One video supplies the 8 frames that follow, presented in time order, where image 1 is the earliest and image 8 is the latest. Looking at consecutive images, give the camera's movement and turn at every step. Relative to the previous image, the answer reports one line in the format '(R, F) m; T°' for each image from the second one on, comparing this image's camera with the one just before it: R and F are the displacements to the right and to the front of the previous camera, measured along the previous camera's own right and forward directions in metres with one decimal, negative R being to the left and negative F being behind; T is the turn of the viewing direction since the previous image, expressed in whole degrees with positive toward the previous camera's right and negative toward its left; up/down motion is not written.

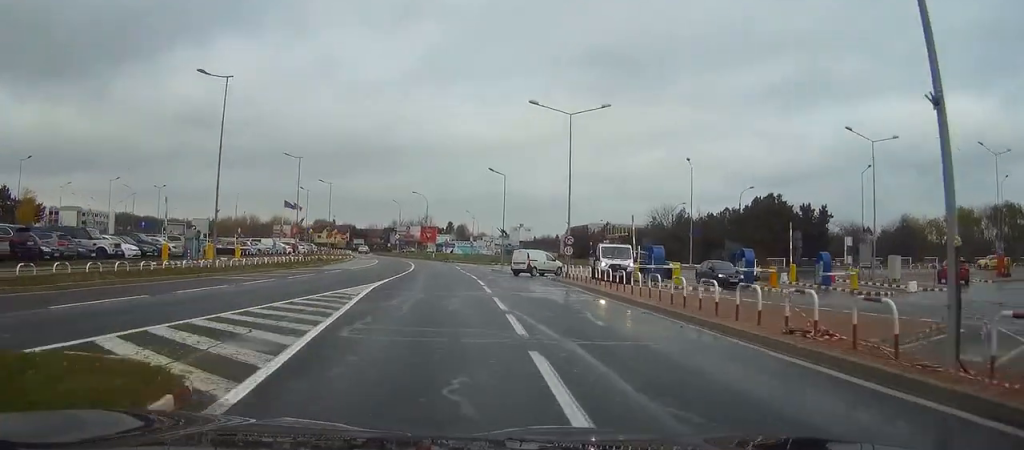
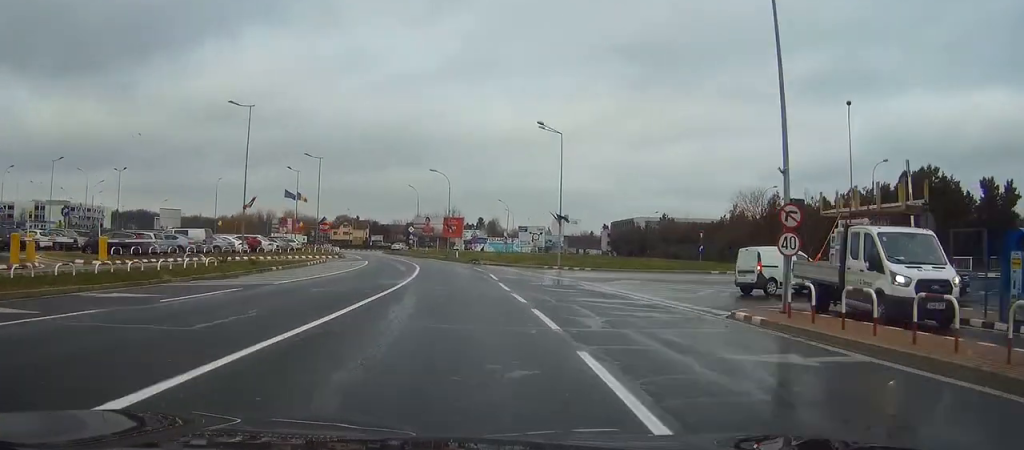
(-0.4, +27.5) m; -2°
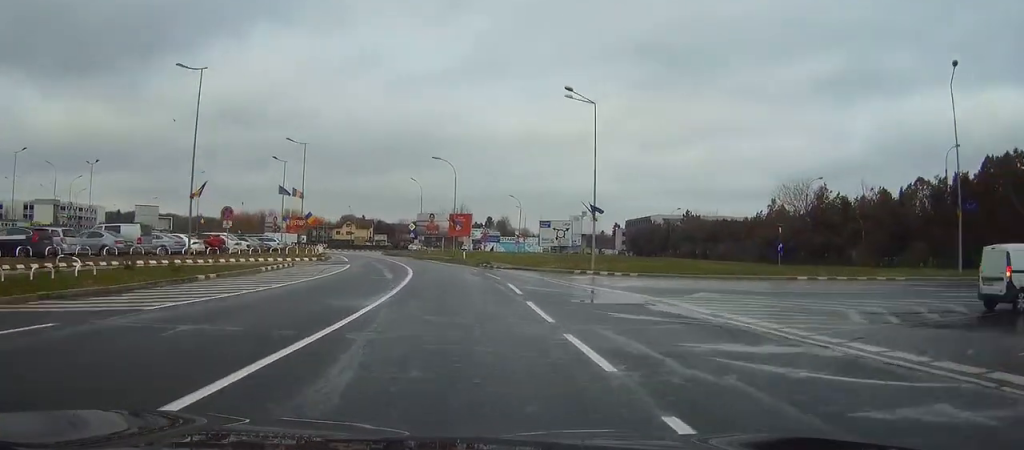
(0.0, +11.5) m; -1°
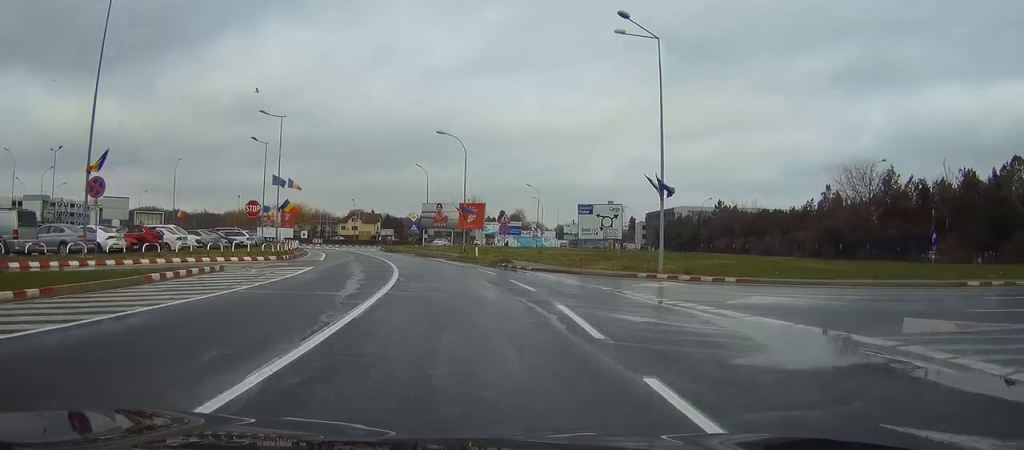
(-0.1, +12.9) m; -1°
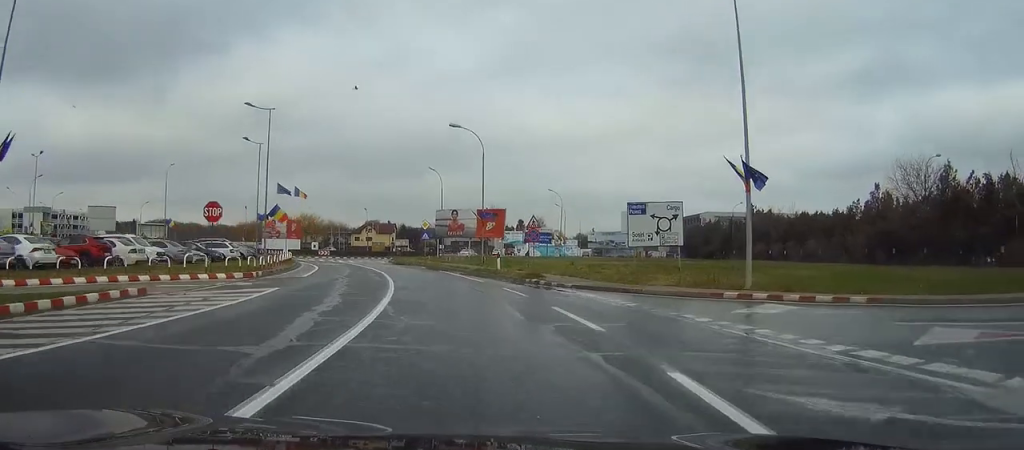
(-0.1, +7.9) m; -1°
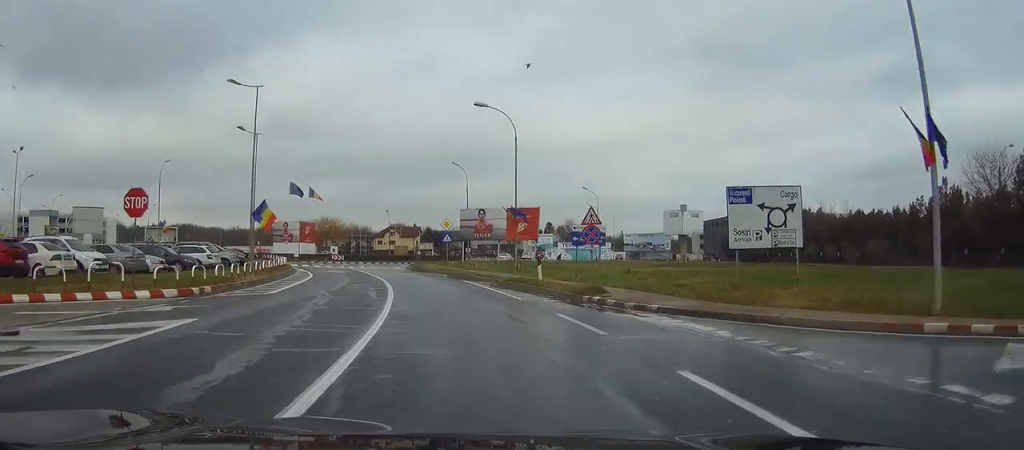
(-0.1, +8.9) m; -2°
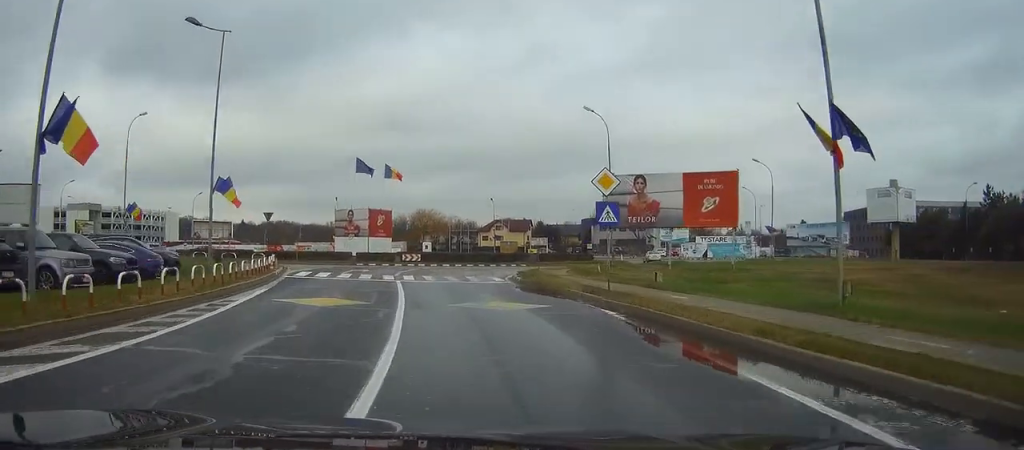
(-1.7, +29.1) m; -7°
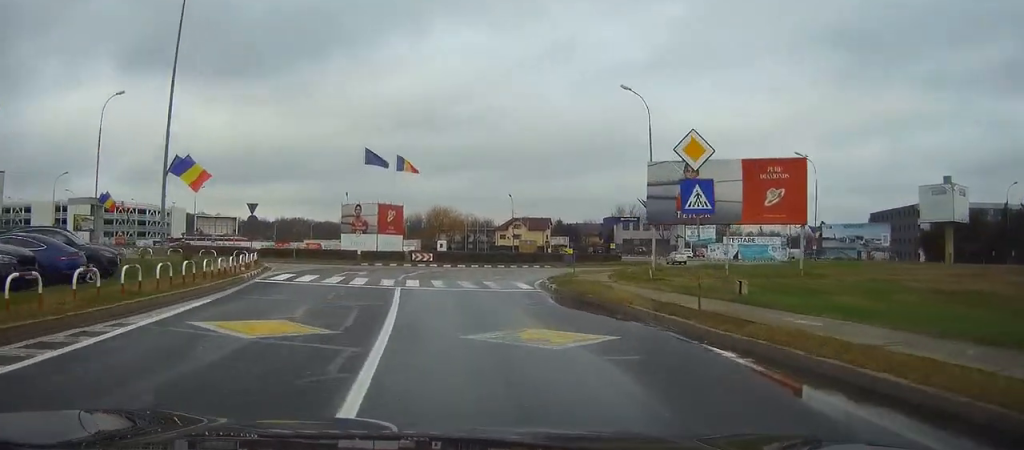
(-0.1, +6.7) m; -1°
